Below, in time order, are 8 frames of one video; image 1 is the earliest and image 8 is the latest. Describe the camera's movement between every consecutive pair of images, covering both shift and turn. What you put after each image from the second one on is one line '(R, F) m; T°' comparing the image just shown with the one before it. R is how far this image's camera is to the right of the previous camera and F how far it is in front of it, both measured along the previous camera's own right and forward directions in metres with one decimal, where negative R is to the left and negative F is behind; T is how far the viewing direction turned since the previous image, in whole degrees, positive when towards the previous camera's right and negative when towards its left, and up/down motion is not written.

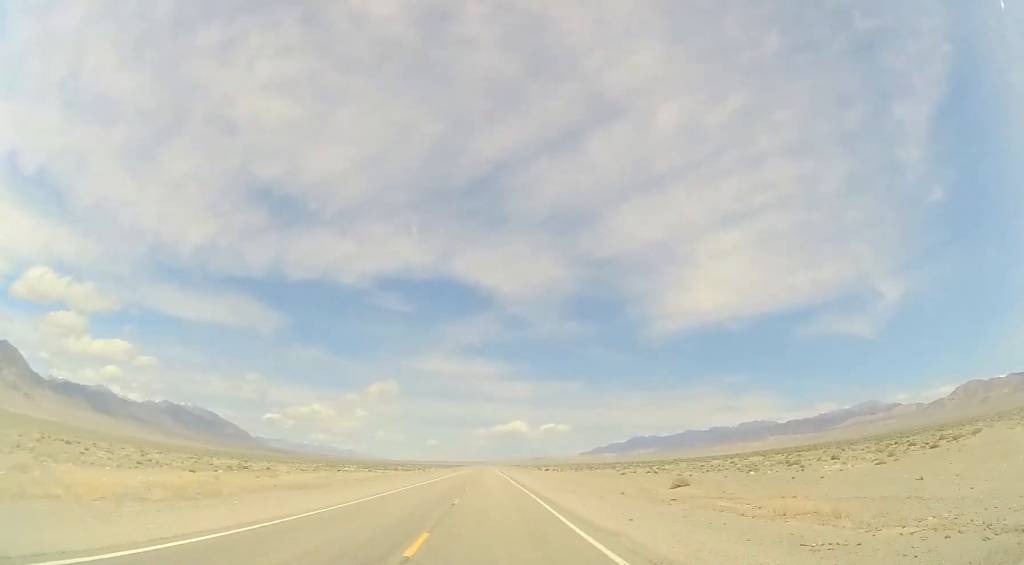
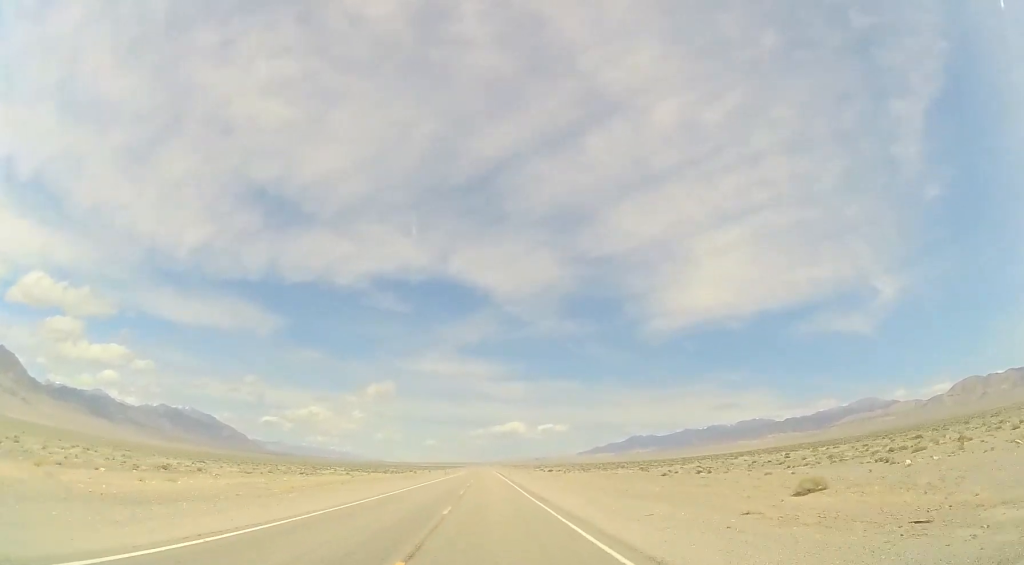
(+0.1, +15.8) m; 0°
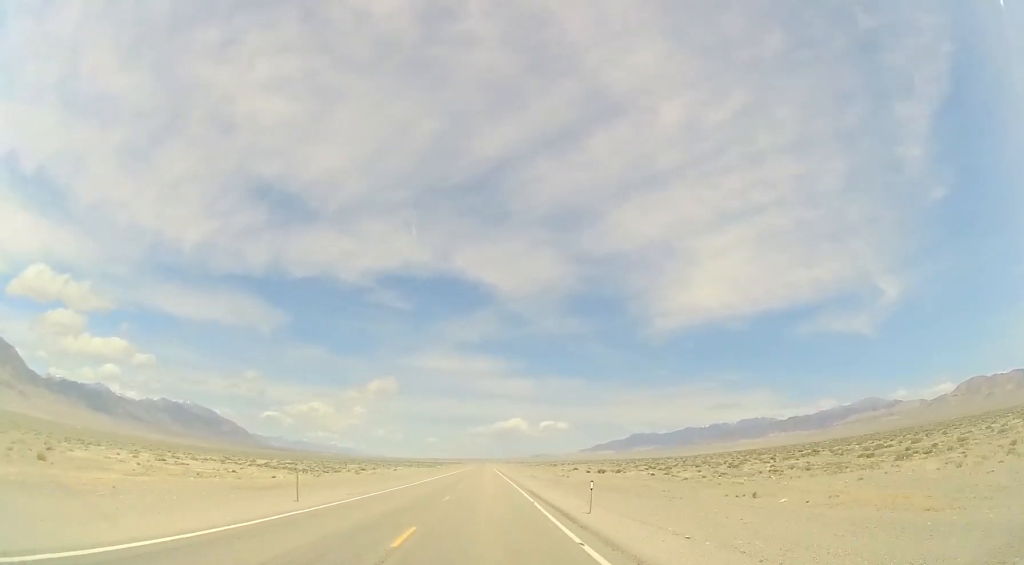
(+0.5, +68.7) m; 0°
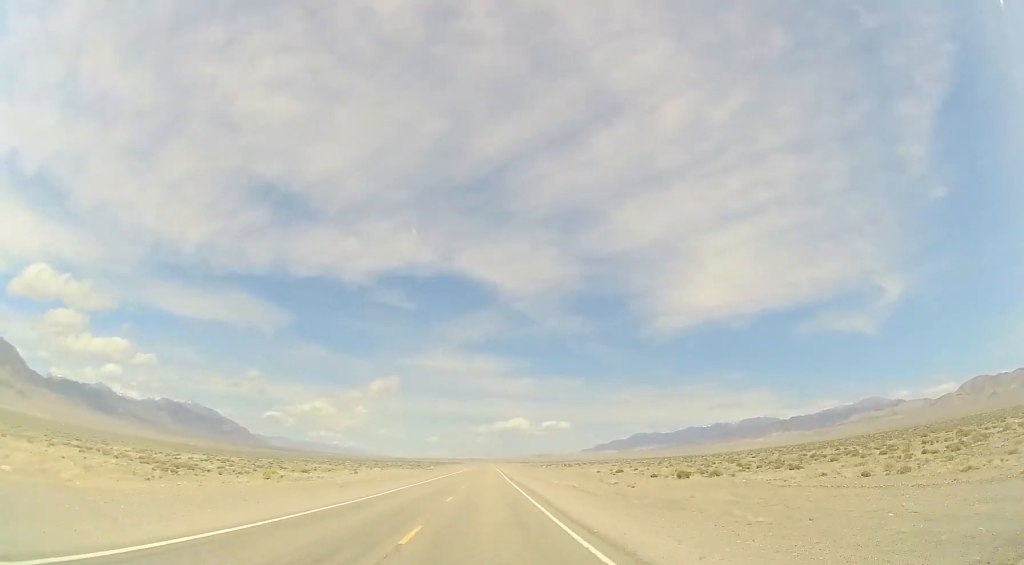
(-0.3, +36.2) m; -1°
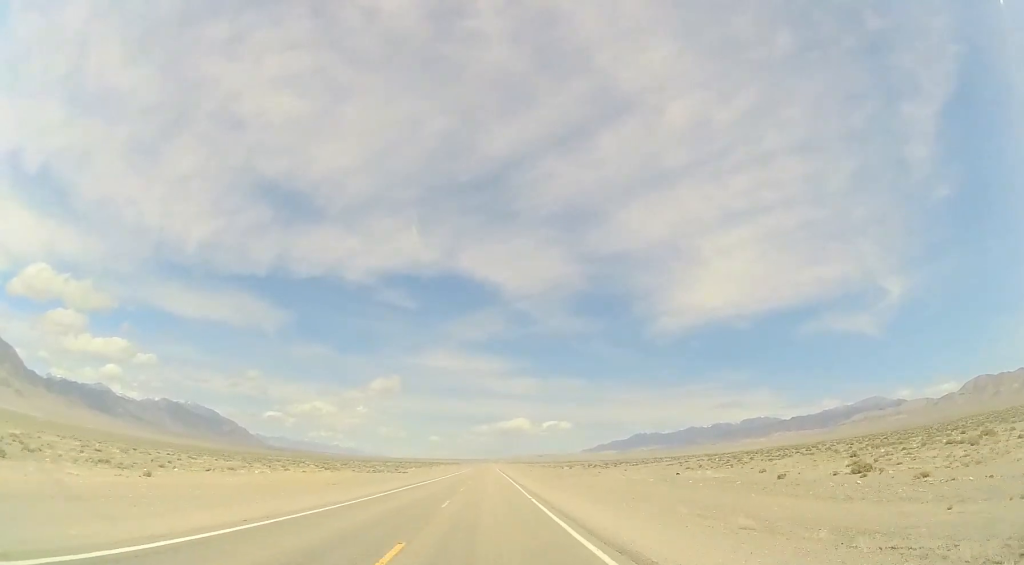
(0.0, +52.0) m; 0°
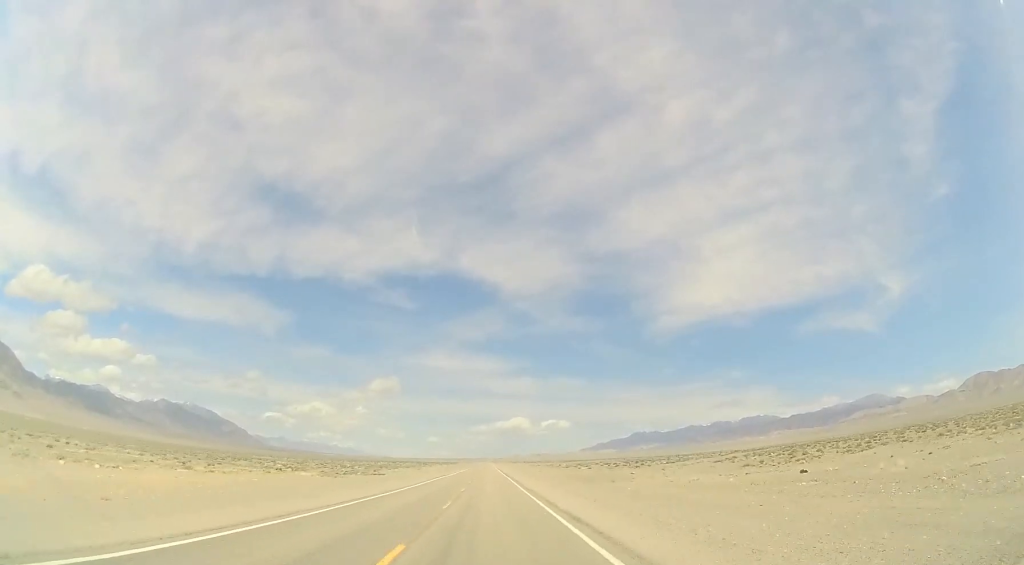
(0.0, +24.9) m; 0°
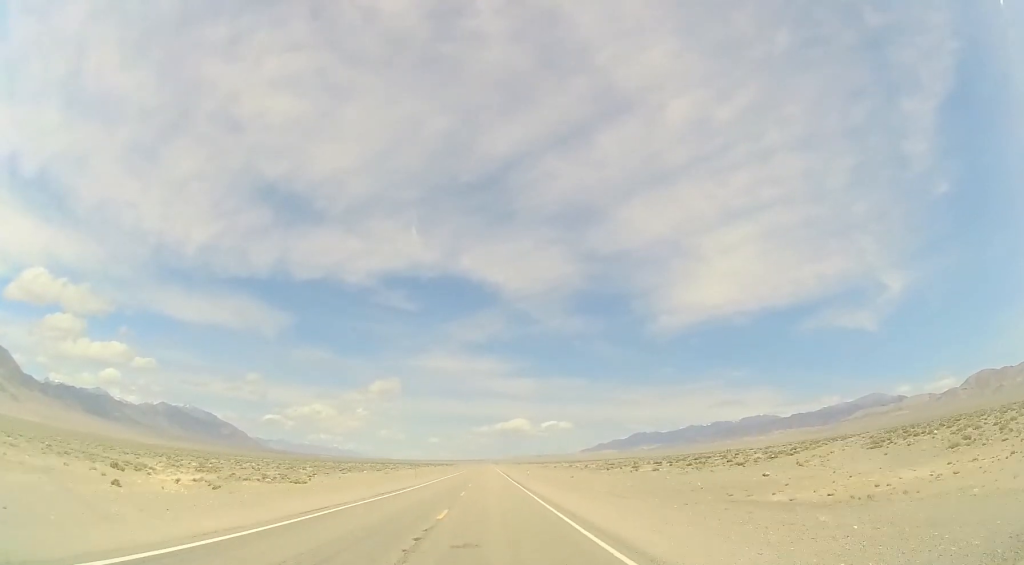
(+0.2, +40.7) m; 0°
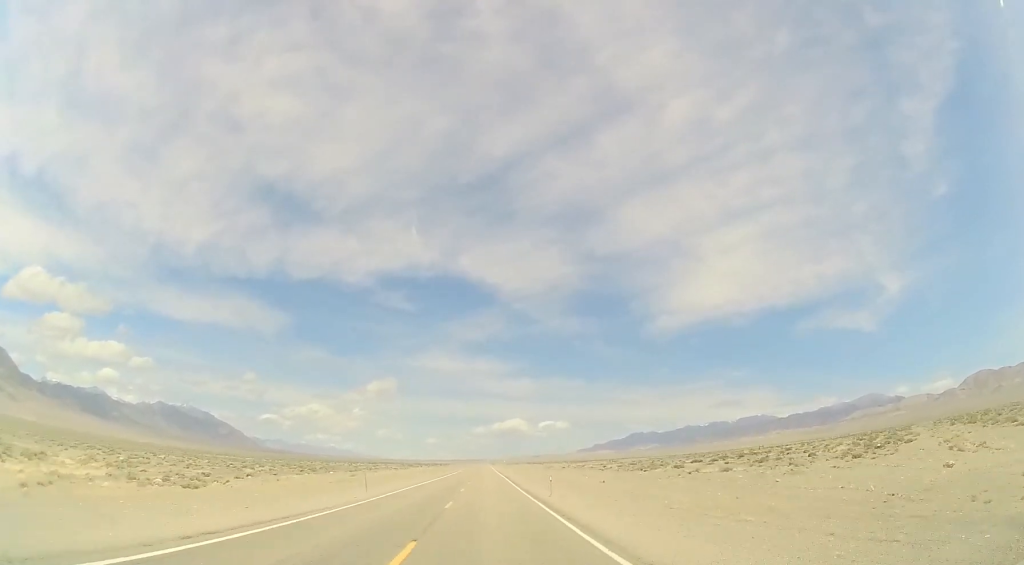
(-0.1, +21.4) m; -1°
